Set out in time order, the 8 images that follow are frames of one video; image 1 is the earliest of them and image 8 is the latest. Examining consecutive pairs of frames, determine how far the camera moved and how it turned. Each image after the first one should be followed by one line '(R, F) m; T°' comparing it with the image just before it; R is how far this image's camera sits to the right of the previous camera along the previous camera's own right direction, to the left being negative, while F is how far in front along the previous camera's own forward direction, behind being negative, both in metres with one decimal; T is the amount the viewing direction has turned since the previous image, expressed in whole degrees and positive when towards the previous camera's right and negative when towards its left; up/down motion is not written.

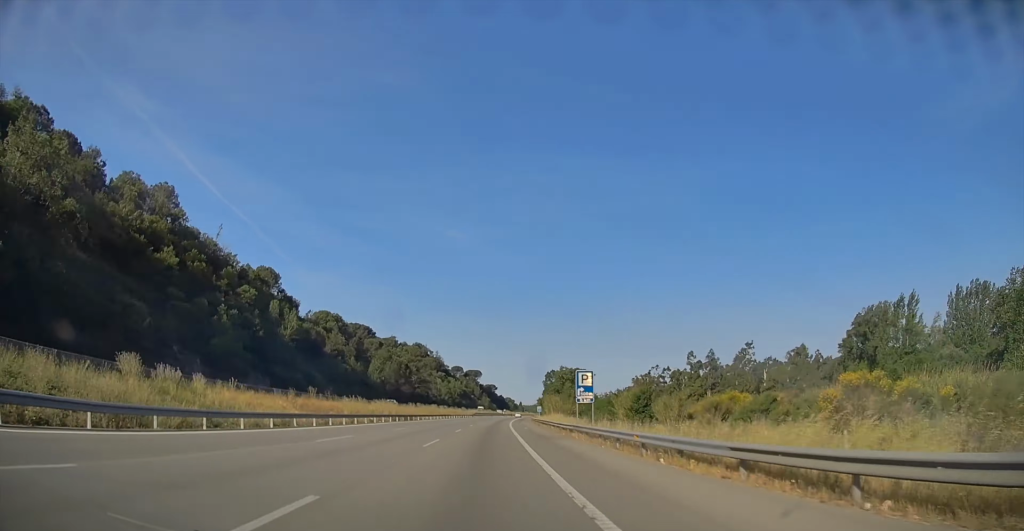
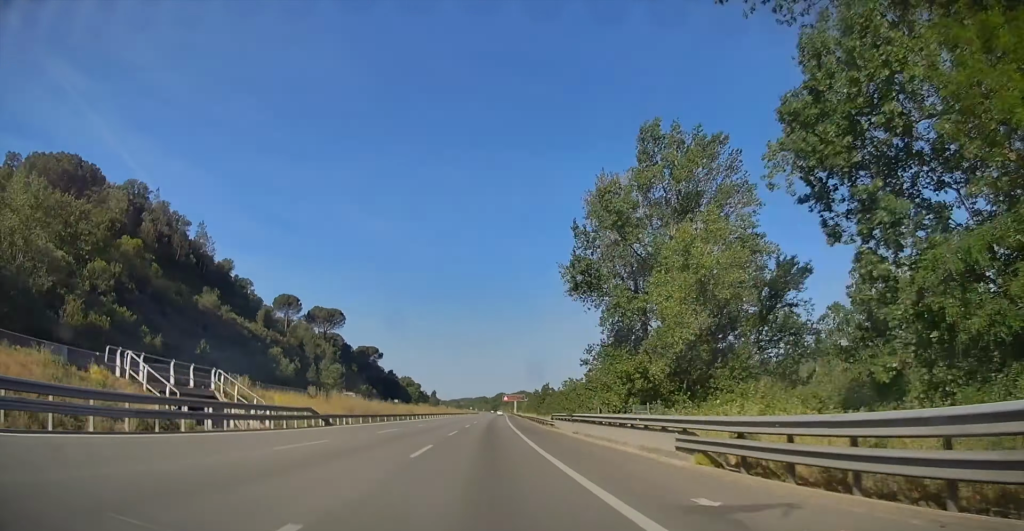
(+15.9, +249.6) m; +4°
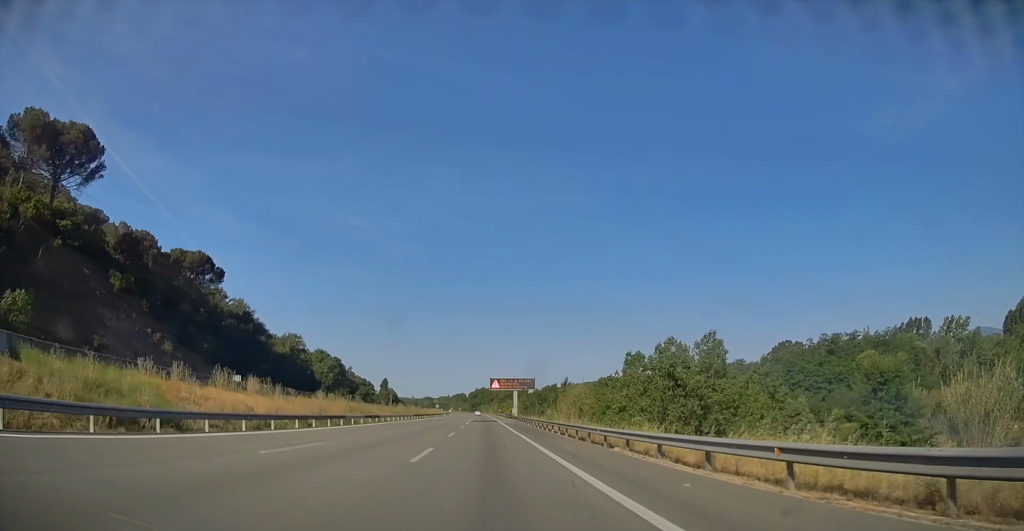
(+2.1, +141.5) m; -1°
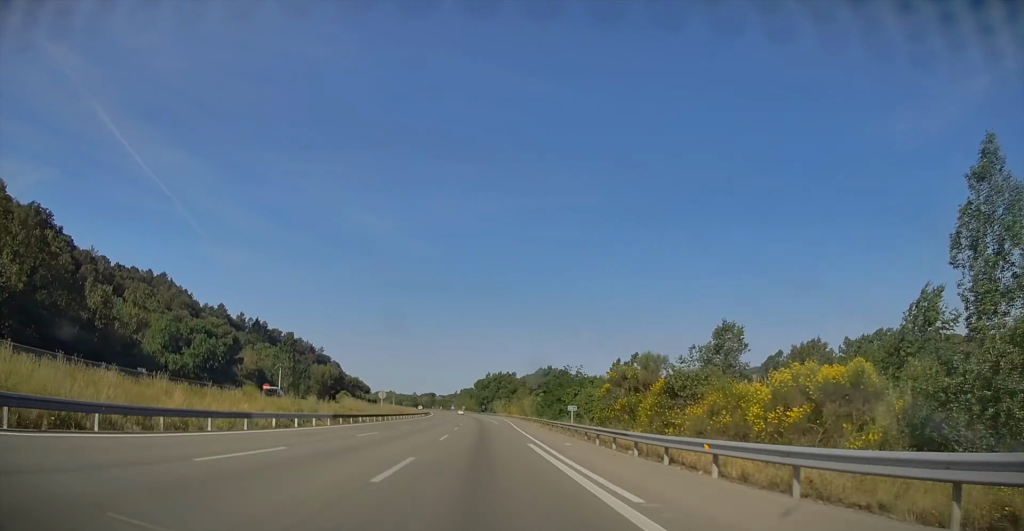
(+4.6, +153.8) m; -1°
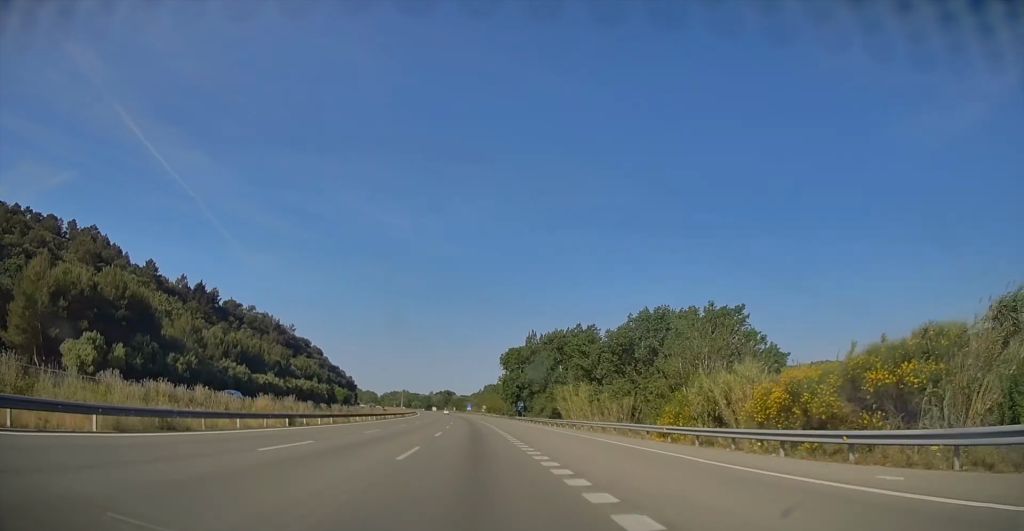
(-6.6, +125.4) m; -3°
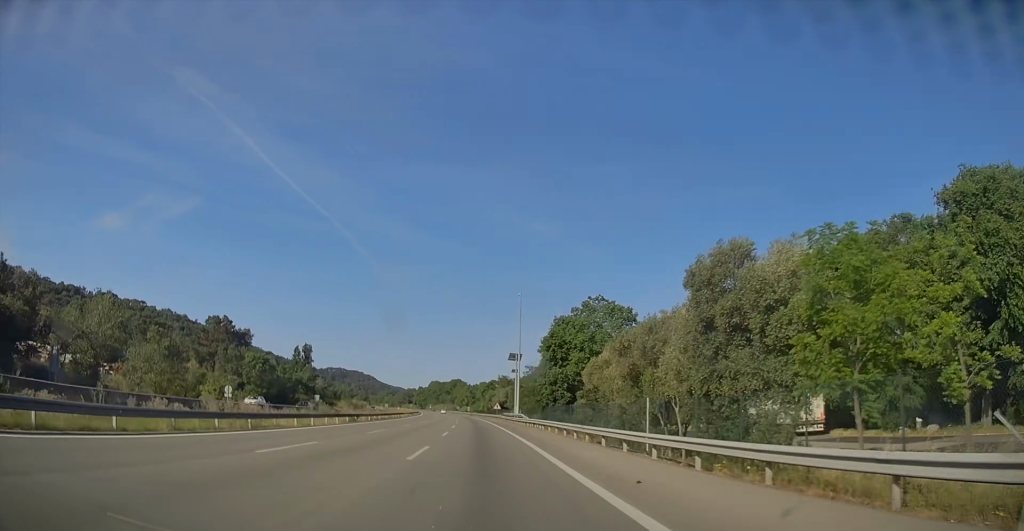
(-45.5, +451.2) m; -13°
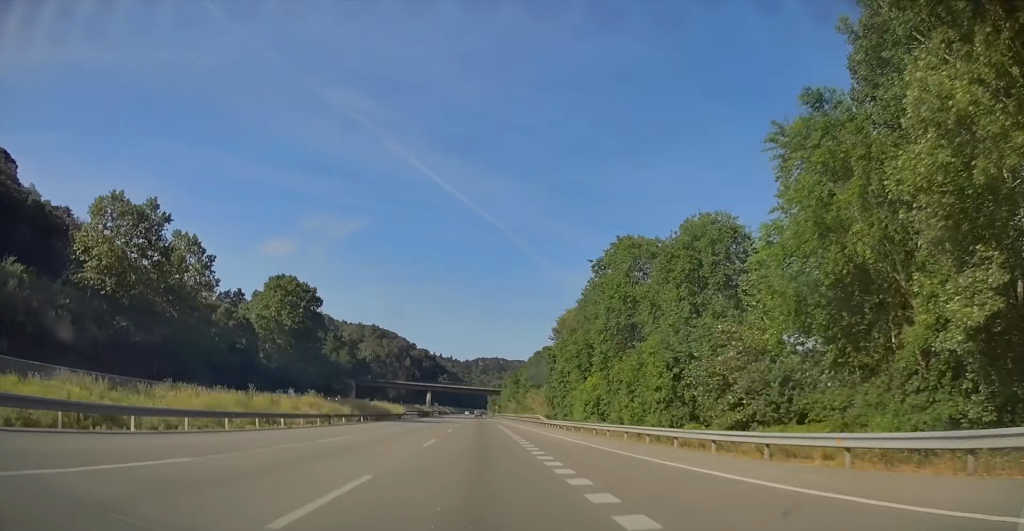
(-84.7, +610.6) m; -12°
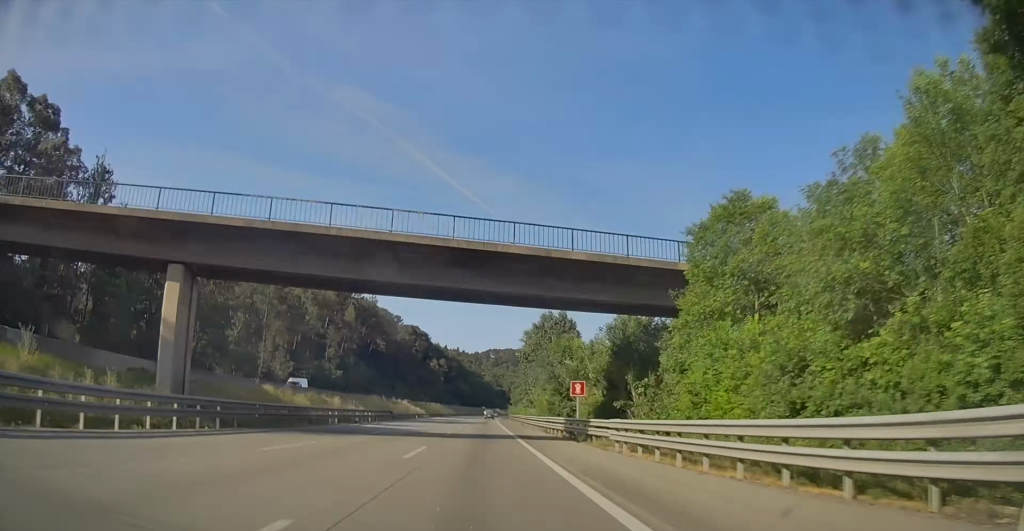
(-6.3, +160.5) m; +1°
